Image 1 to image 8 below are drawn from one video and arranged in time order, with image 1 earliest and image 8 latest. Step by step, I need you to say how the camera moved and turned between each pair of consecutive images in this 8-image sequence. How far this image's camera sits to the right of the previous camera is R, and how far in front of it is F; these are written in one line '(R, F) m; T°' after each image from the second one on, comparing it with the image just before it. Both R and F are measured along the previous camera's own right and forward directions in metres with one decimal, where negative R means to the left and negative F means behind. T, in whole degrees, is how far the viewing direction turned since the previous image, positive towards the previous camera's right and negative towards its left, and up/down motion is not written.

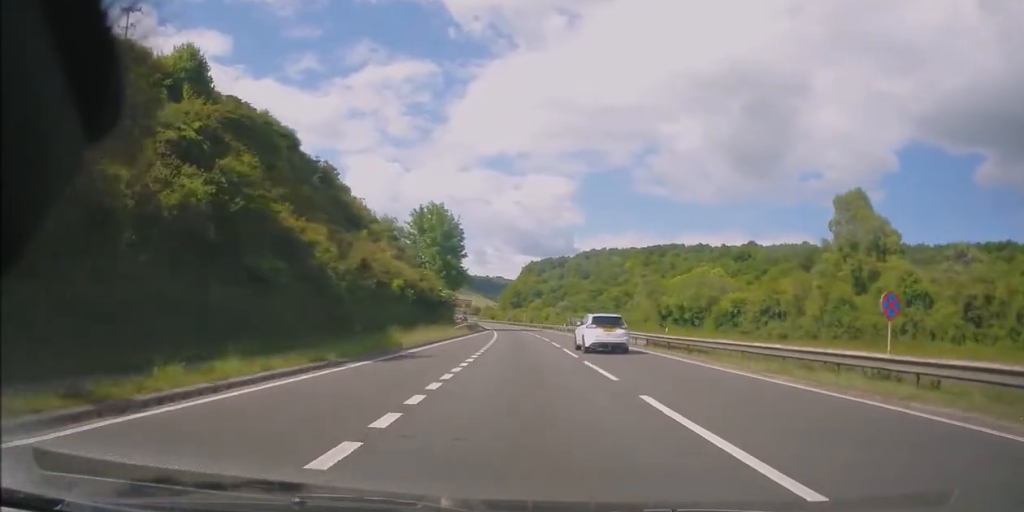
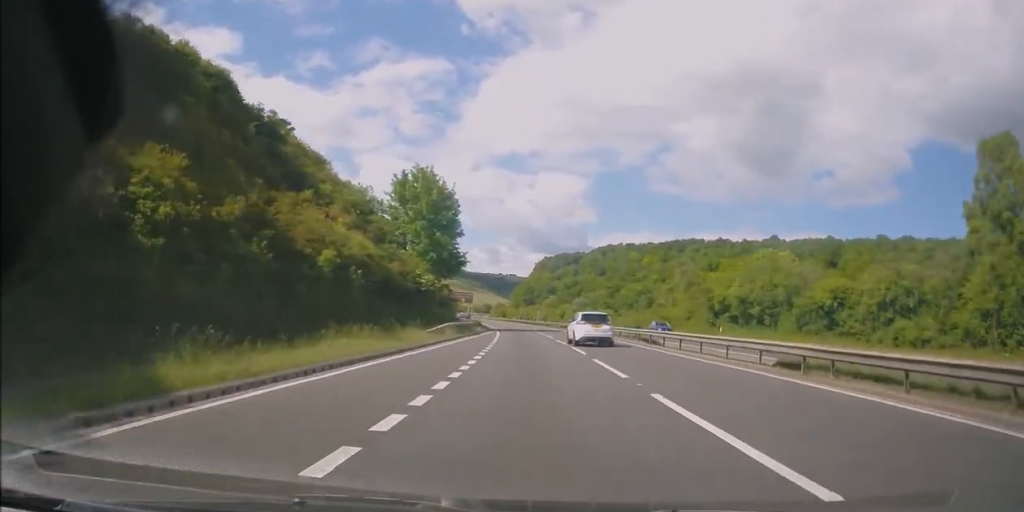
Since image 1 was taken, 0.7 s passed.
(+0.1, +18.5) m; -1°
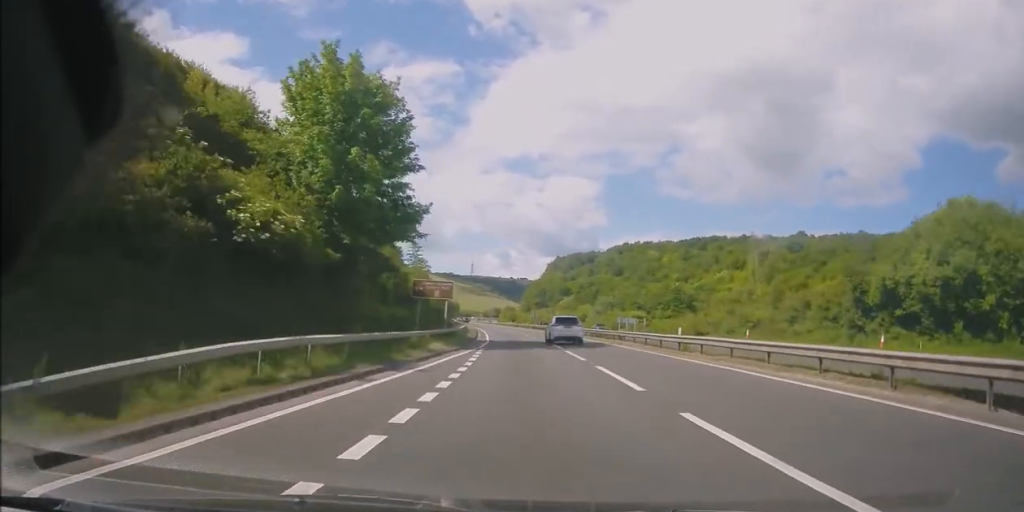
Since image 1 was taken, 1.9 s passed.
(-0.8, +29.6) m; -2°
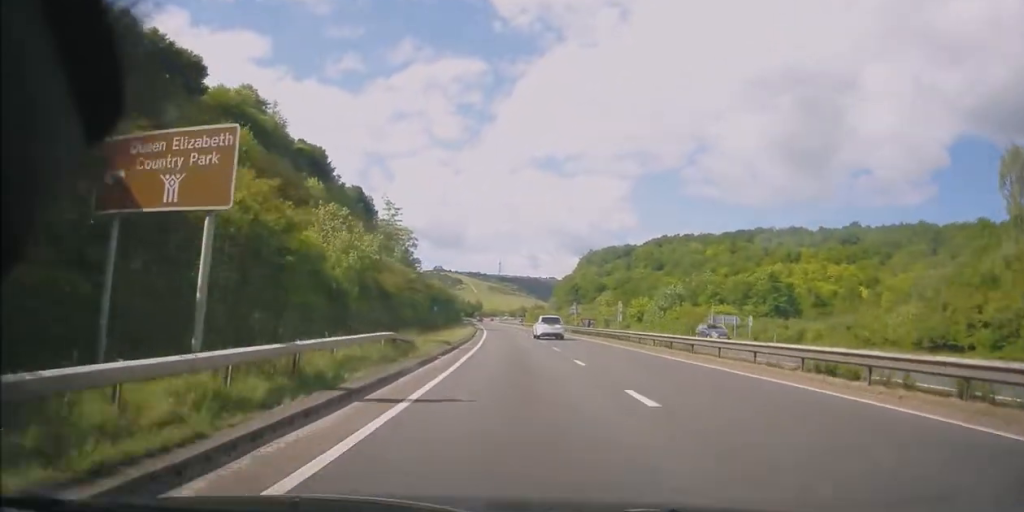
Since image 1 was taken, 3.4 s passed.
(-0.4, +39.3) m; -2°
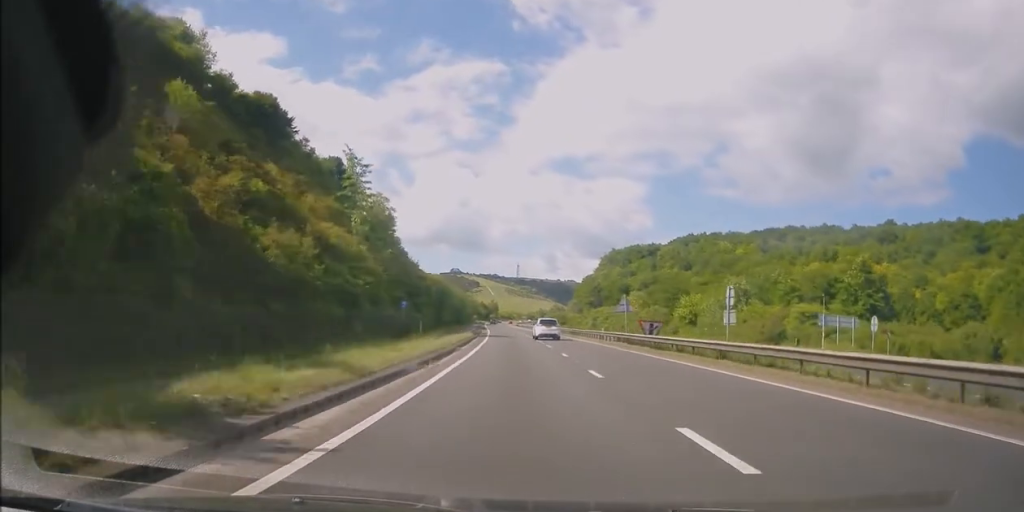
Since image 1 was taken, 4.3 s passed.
(-0.5, +22.2) m; -2°
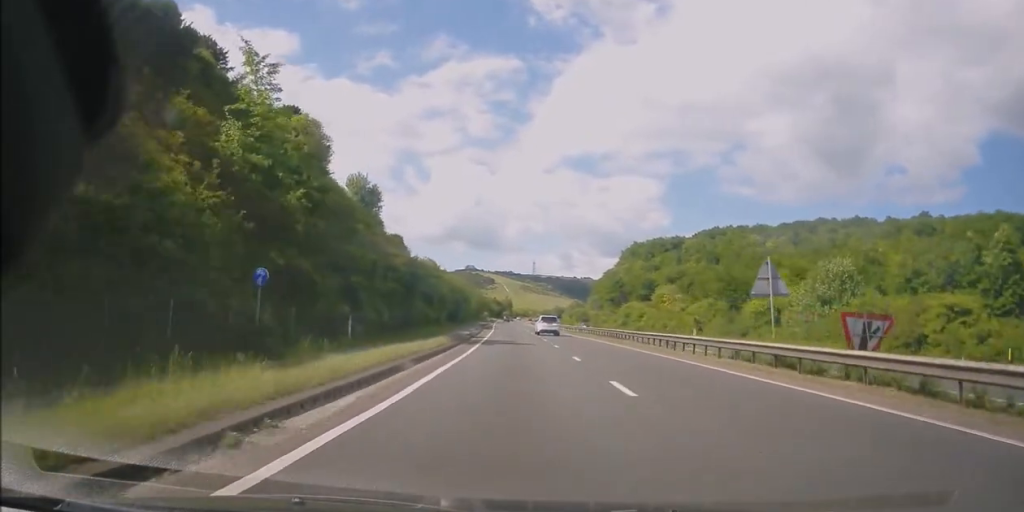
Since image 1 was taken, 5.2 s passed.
(-0.2, +22.3) m; -1°
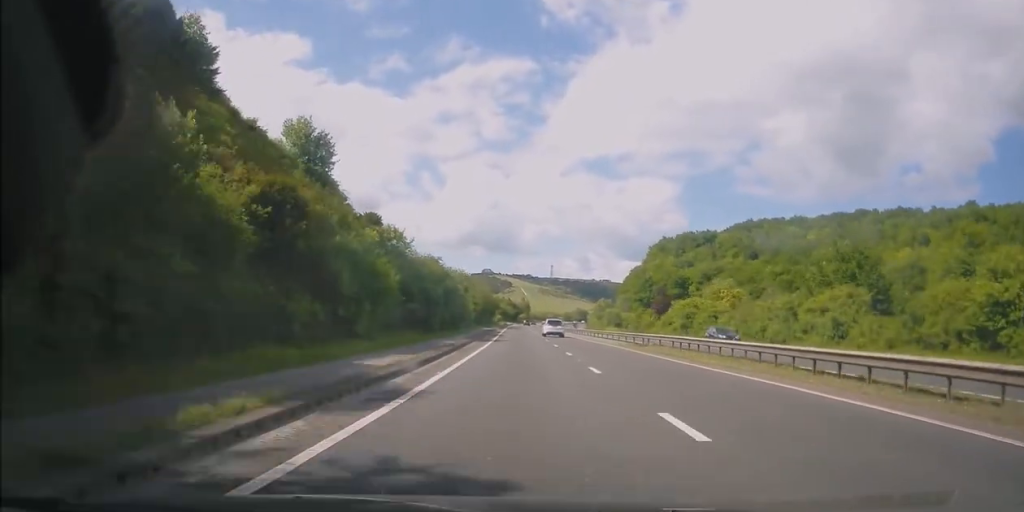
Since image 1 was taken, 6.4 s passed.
(-0.6, +30.9) m; -2°
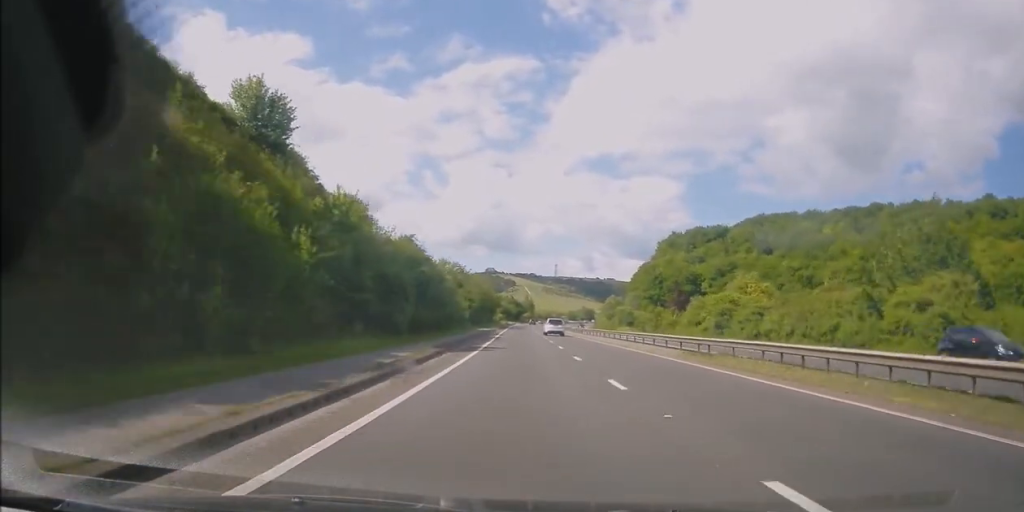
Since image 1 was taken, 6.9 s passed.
(-0.1, +12.8) m; -1°
